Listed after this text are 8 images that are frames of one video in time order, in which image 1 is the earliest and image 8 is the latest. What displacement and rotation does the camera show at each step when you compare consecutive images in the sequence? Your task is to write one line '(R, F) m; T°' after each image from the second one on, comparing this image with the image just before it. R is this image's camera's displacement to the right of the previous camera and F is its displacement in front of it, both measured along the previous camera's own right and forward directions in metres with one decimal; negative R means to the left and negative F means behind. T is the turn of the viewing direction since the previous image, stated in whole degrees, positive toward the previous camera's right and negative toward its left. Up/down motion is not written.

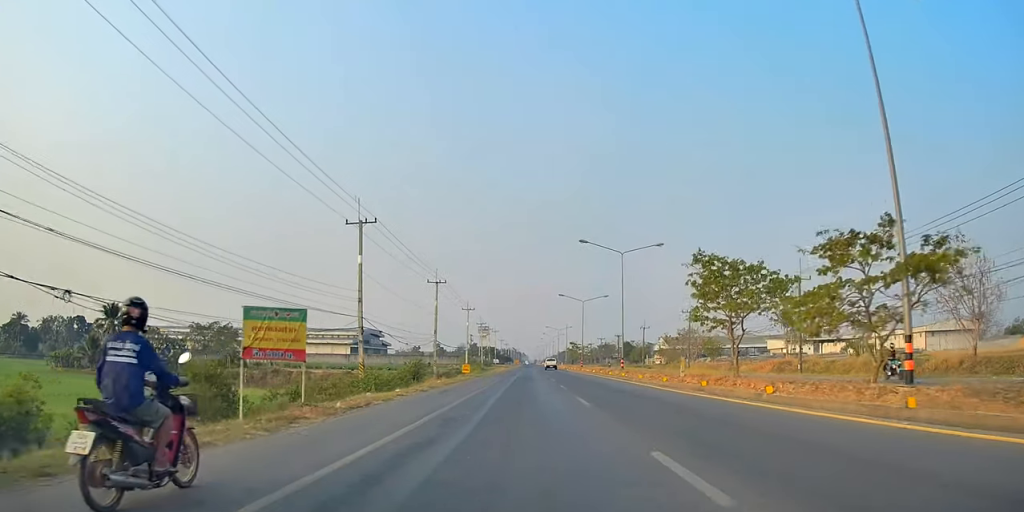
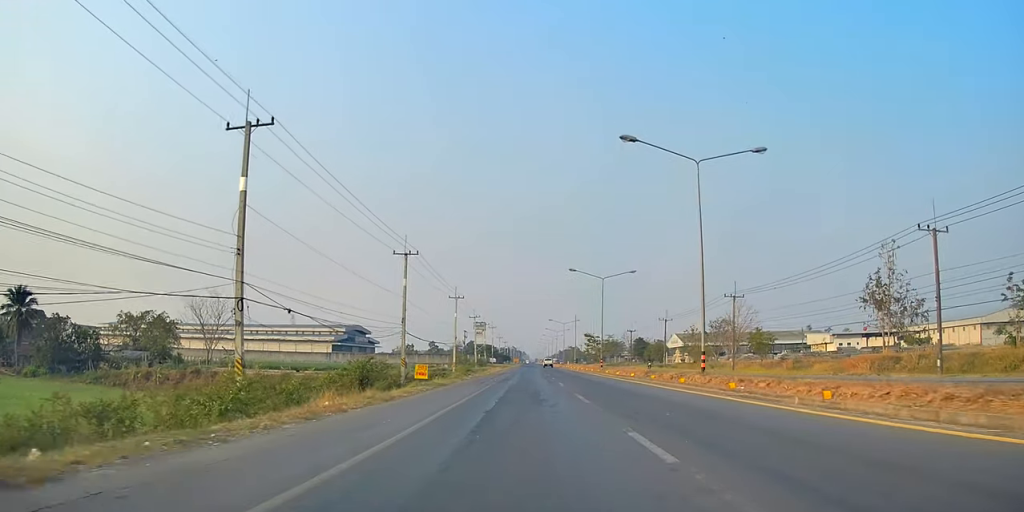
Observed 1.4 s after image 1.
(+1.0, +22.3) m; +2°
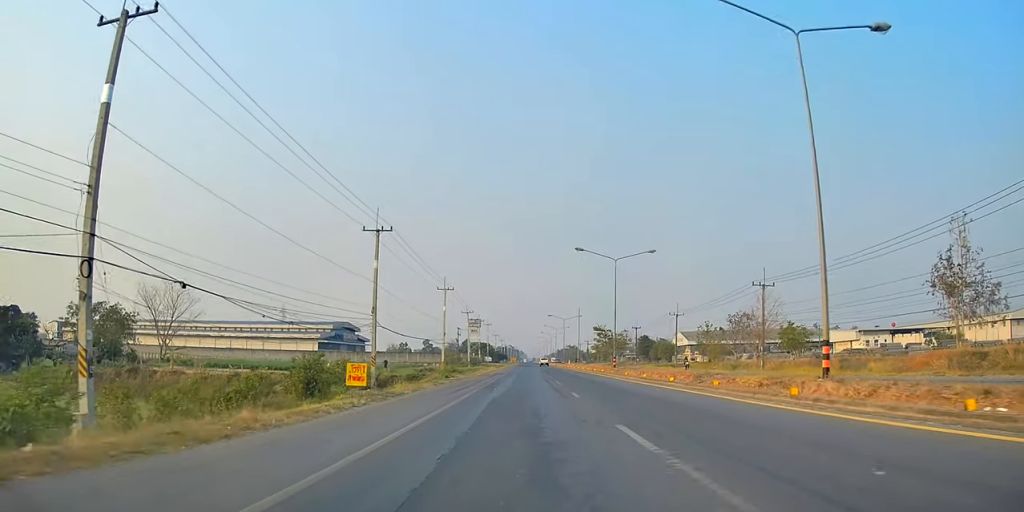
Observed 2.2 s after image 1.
(0.0, +11.7) m; -1°
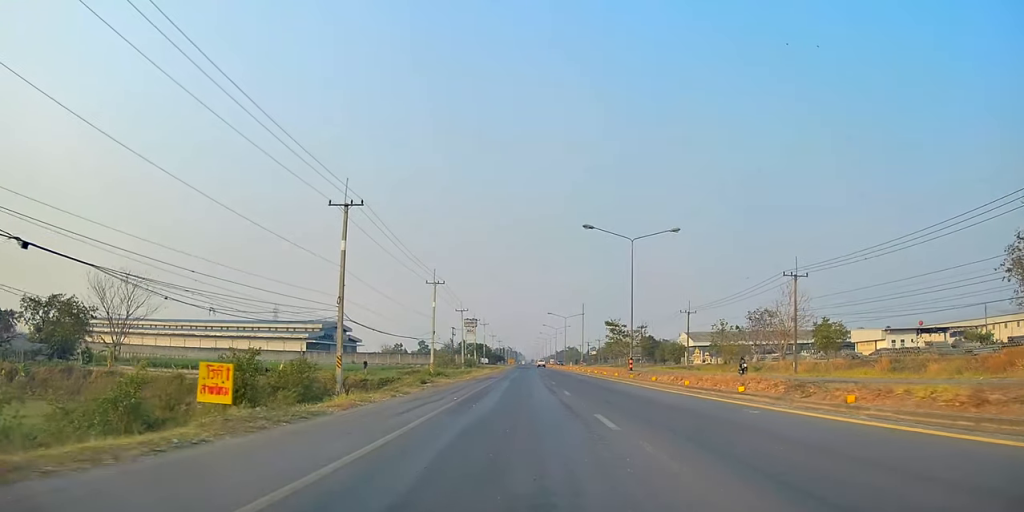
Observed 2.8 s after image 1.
(+0.1, +9.1) m; -1°
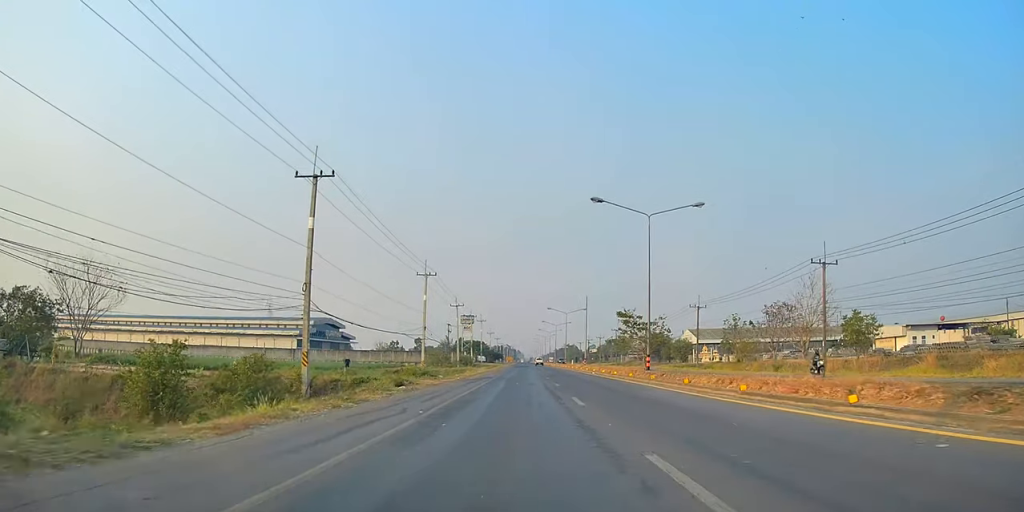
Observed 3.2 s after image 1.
(-0.1, +6.7) m; -1°
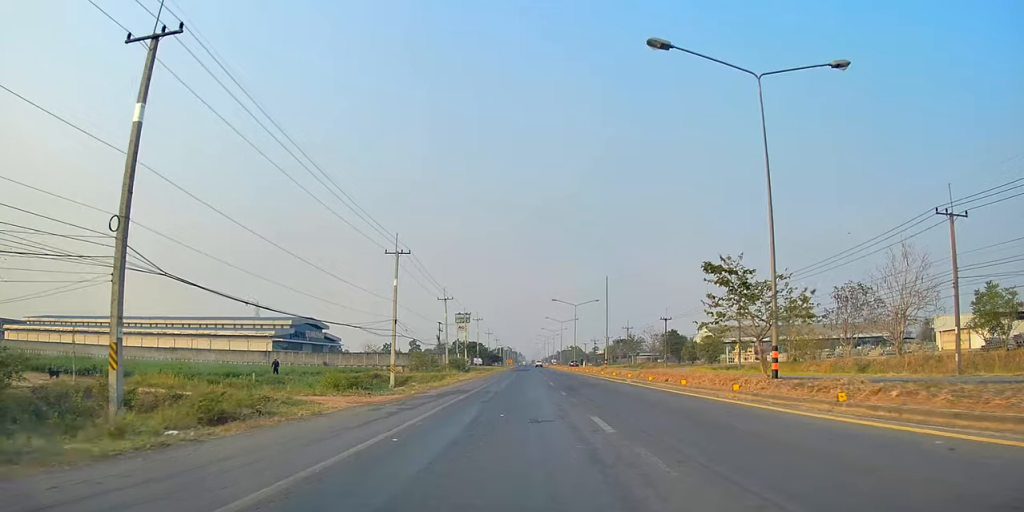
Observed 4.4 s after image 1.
(-0.6, +18.7) m; 0°
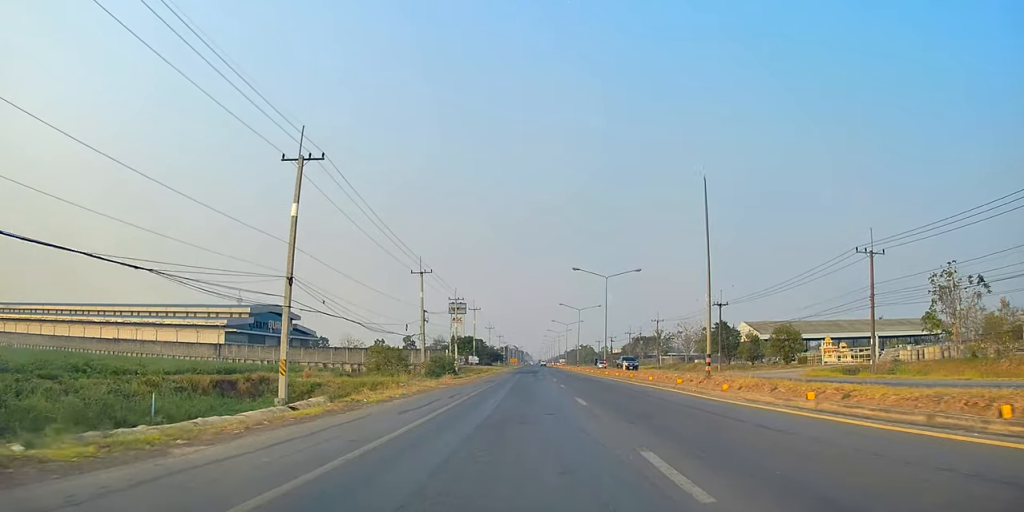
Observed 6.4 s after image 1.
(+1.1, +29.5) m; +1°
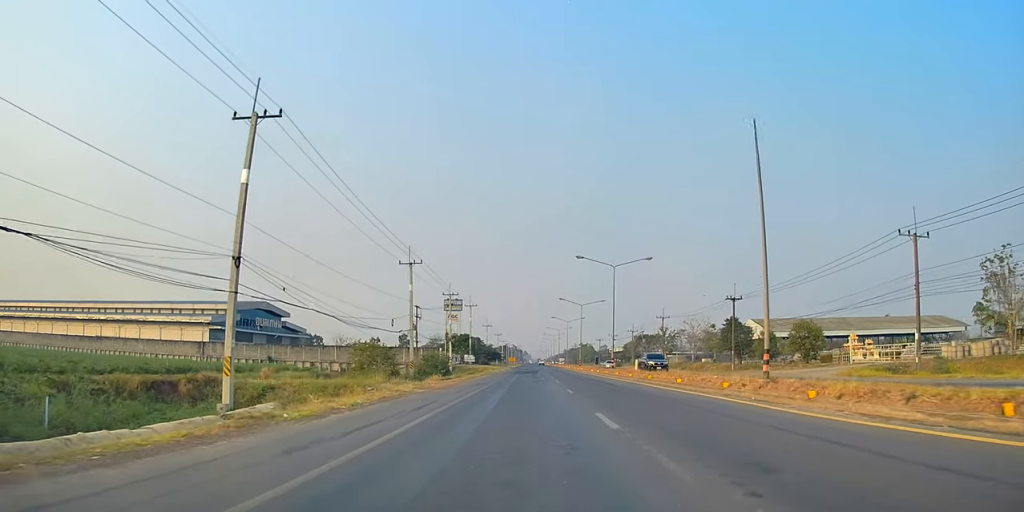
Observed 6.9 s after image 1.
(-0.2, +6.3) m; -1°
